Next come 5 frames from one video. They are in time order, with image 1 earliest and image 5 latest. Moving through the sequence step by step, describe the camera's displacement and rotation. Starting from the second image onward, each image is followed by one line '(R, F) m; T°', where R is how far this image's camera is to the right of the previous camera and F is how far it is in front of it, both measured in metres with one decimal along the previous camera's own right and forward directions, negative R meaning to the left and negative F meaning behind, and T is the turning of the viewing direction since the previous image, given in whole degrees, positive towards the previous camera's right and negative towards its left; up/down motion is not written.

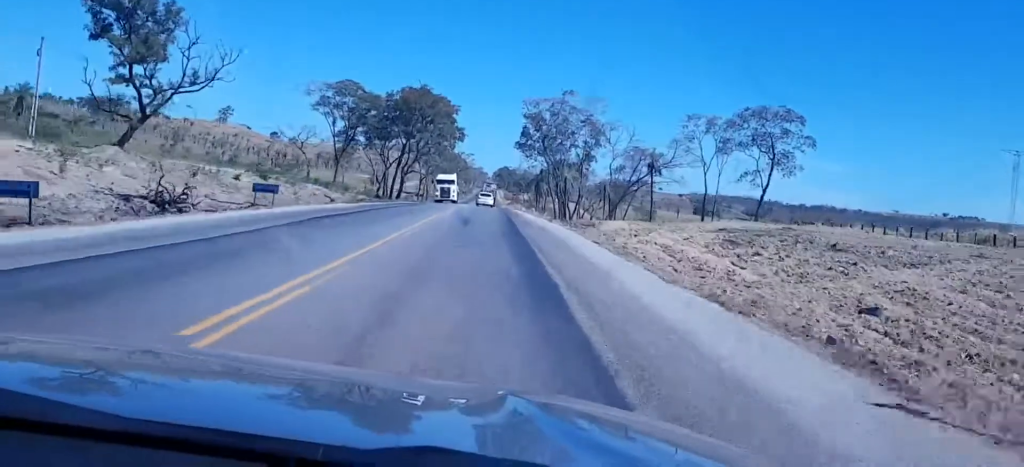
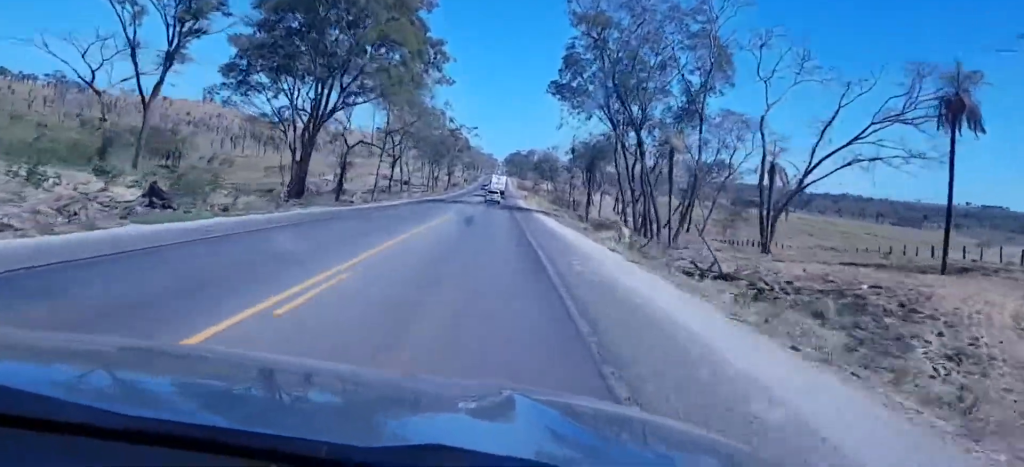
(+0.2, +80.8) m; -1°
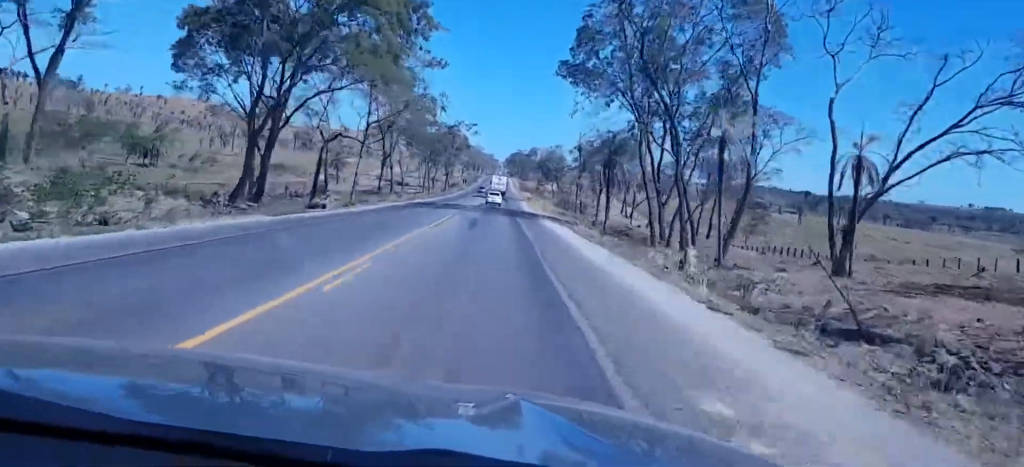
(0.0, +13.7) m; +1°
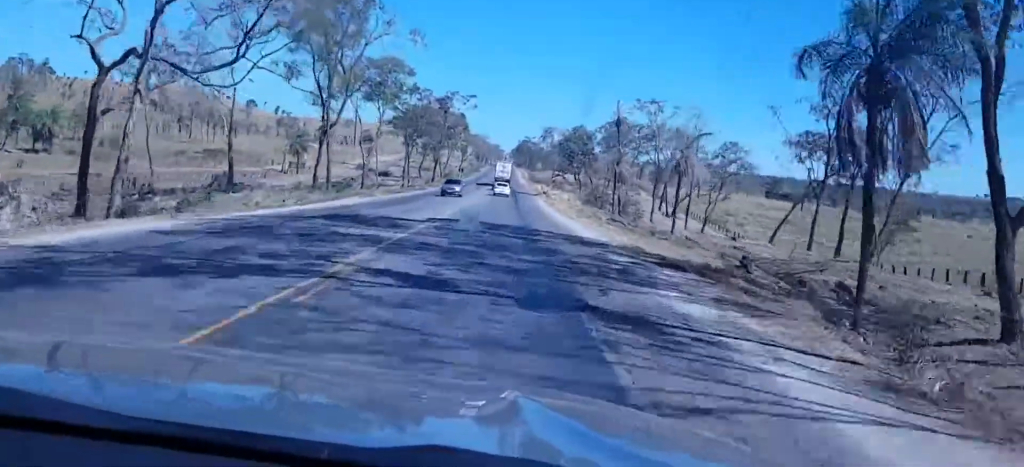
(-0.1, +50.8) m; 0°
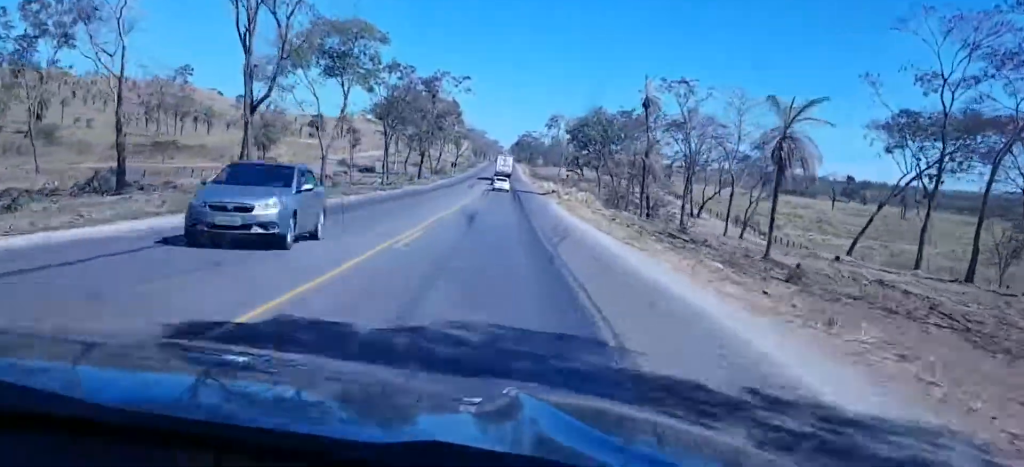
(+0.1, +24.3) m; 0°
